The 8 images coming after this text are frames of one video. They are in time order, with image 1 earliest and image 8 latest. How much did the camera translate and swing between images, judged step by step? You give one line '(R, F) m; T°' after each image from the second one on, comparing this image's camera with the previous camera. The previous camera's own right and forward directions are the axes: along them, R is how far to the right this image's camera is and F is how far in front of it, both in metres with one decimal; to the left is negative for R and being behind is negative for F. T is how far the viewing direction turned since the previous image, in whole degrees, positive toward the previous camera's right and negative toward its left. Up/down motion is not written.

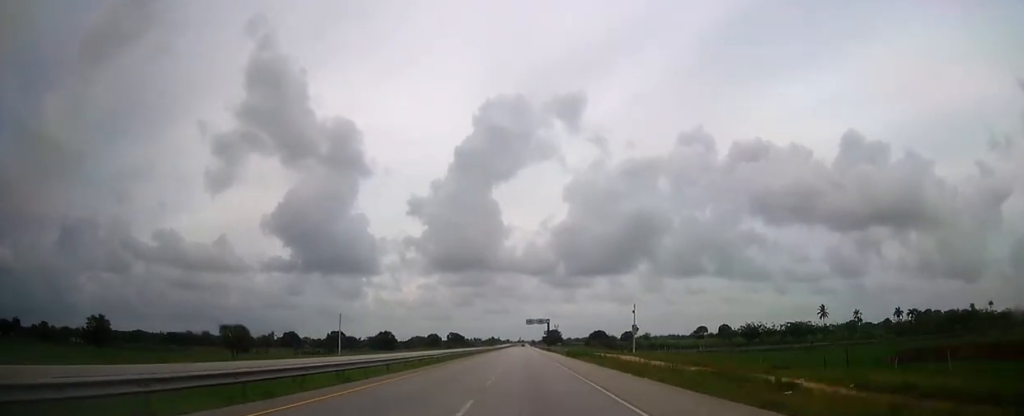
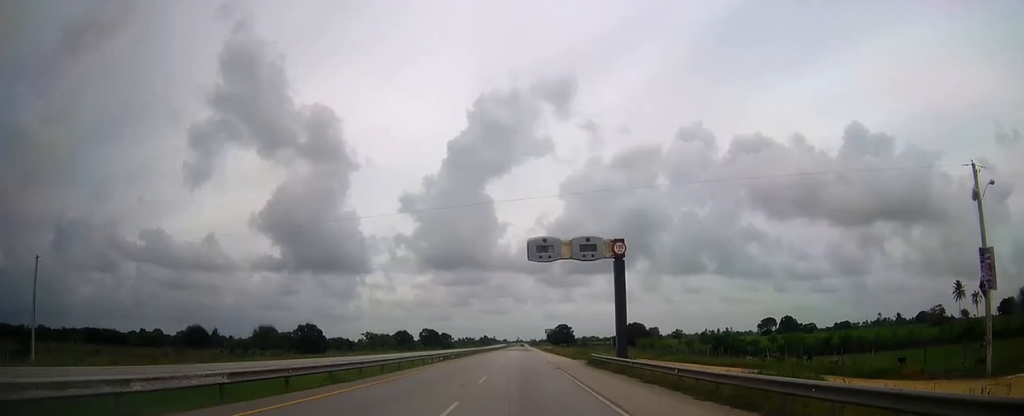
(+0.1, +120.6) m; 0°
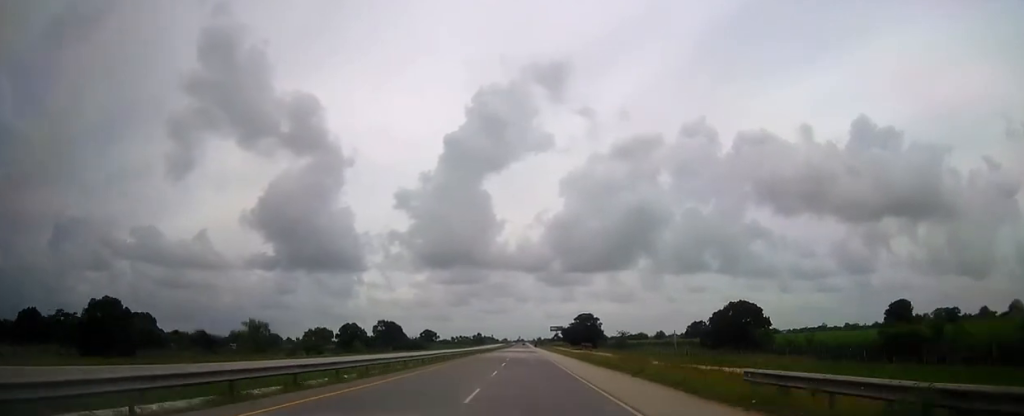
(-0.2, +115.2) m; 0°
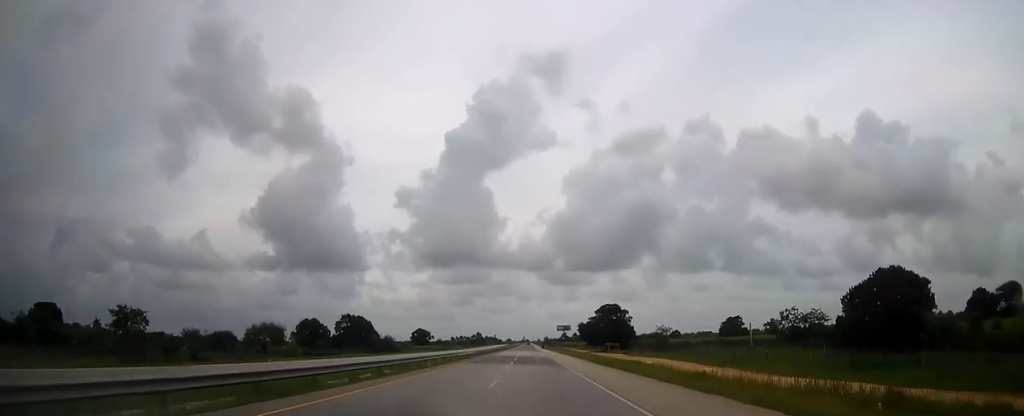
(+0.1, +55.3) m; 0°
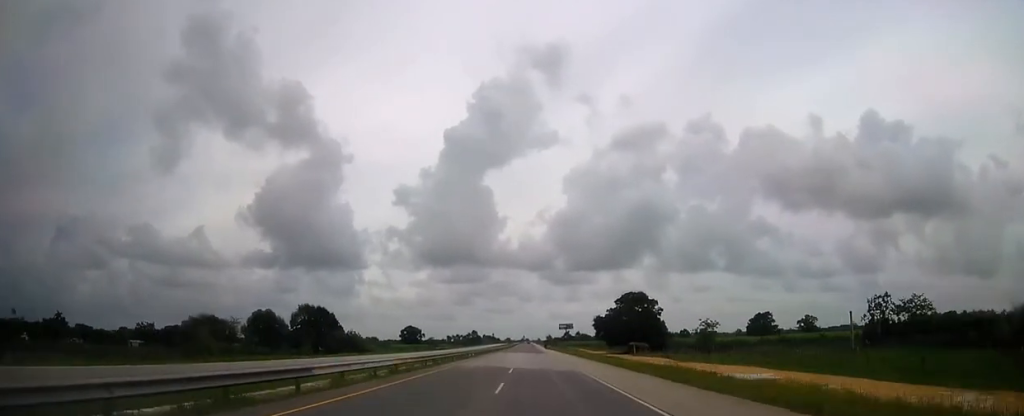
(-0.1, +38.4) m; 0°
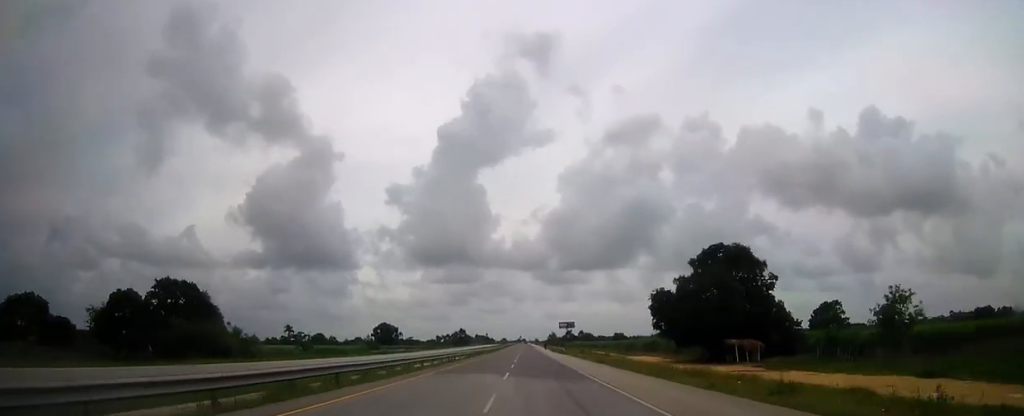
(0.0, +63.8) m; 0°
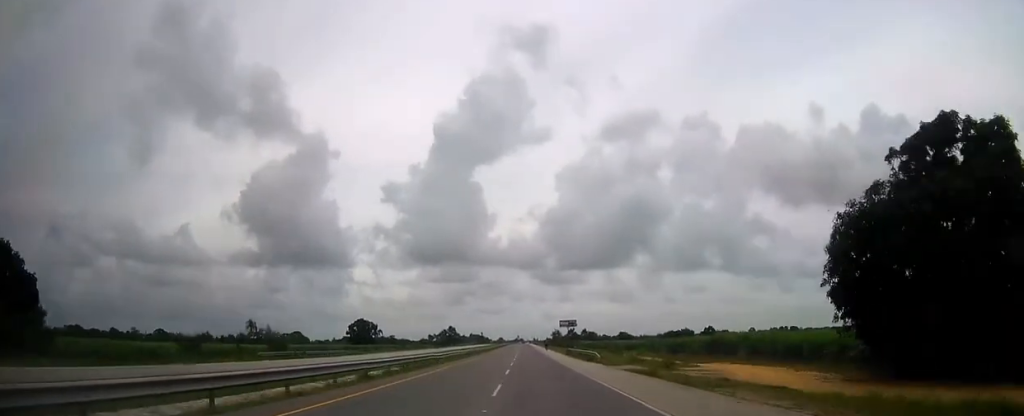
(0.0, +44.6) m; 0°
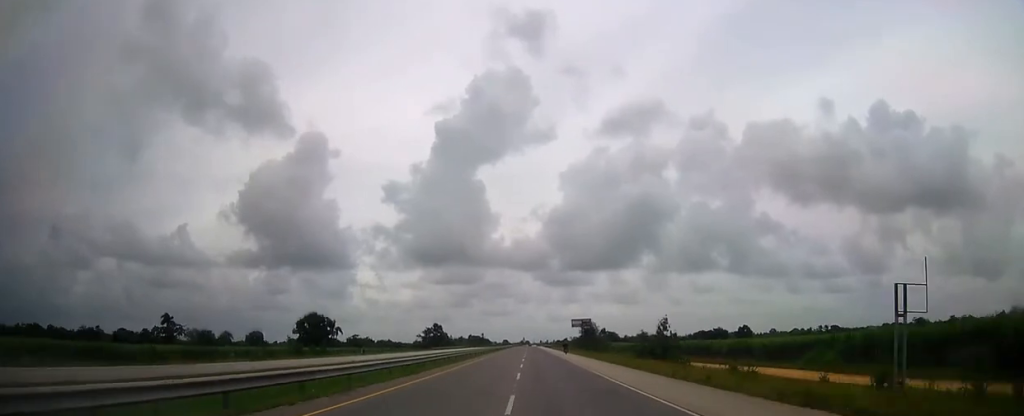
(-0.1, +75.4) m; 0°
